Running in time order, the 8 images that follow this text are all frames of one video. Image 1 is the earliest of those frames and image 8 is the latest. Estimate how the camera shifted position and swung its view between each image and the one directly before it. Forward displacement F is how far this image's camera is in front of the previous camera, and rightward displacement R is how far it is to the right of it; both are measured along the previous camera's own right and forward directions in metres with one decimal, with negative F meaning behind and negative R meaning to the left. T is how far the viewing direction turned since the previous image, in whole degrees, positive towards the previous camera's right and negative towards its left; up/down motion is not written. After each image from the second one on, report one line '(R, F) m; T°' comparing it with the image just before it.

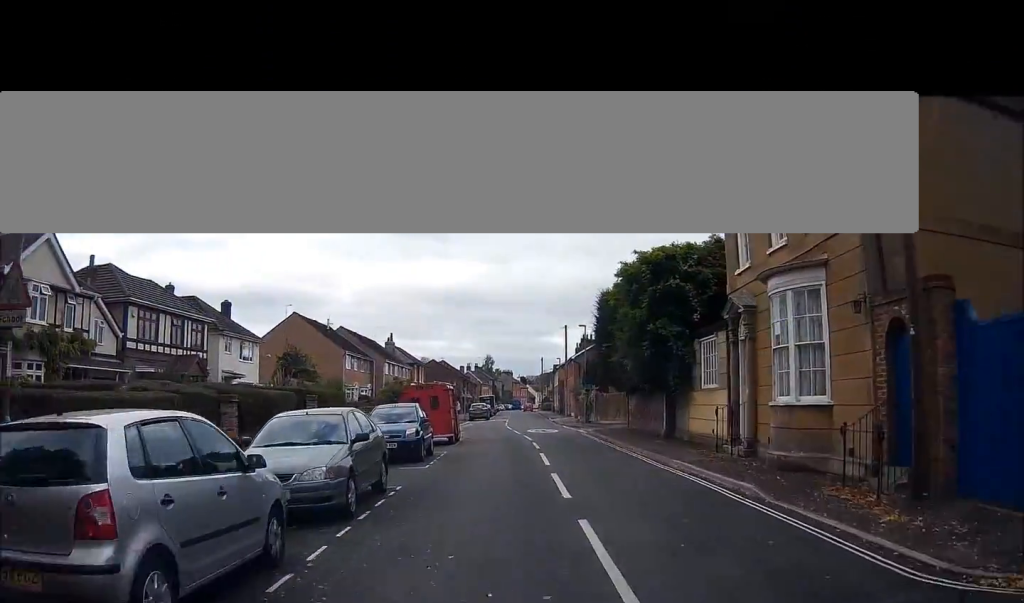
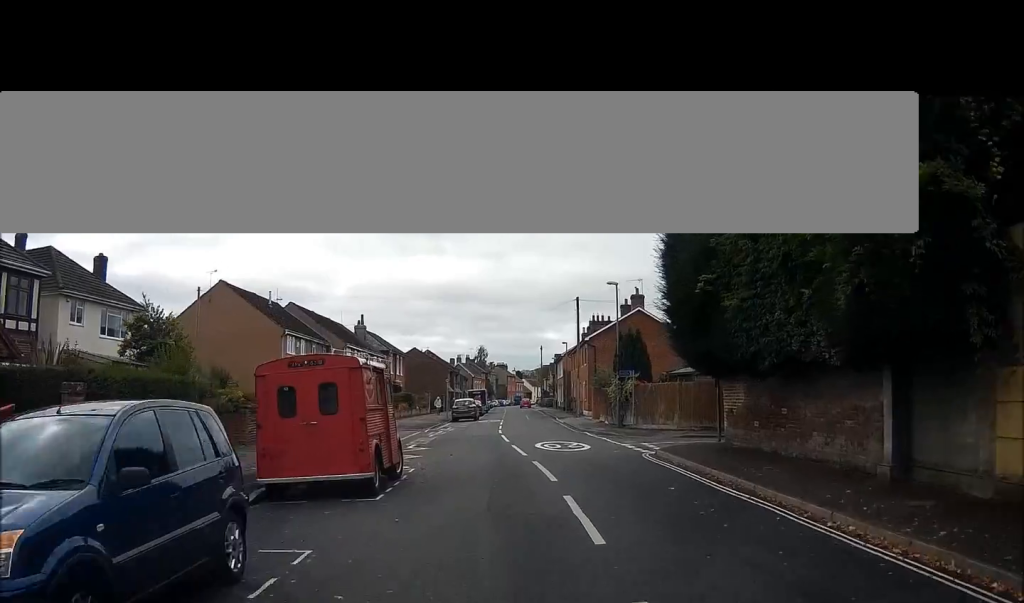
(-0.6, +15.0) m; -2°
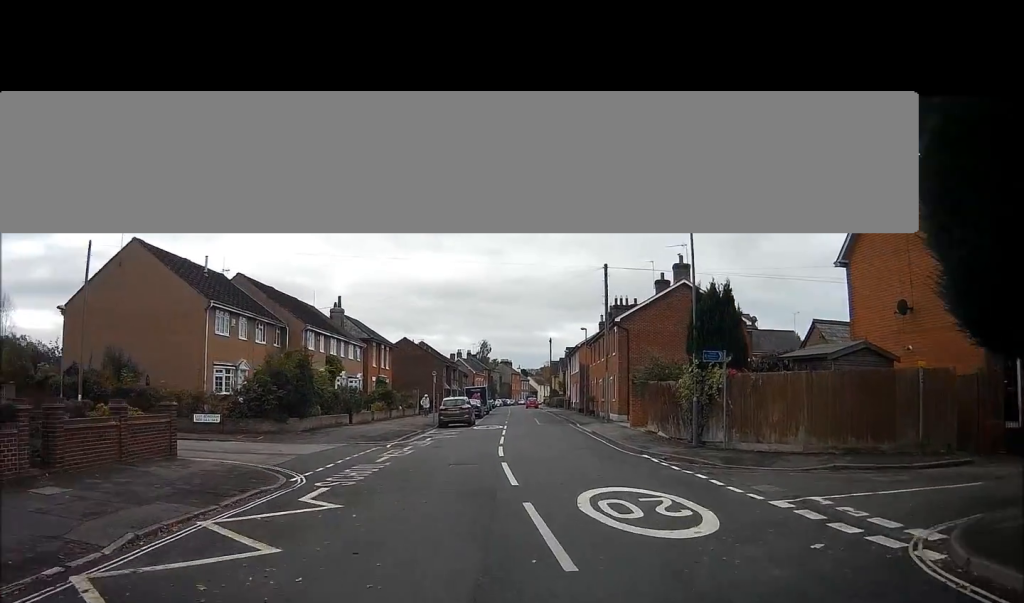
(+0.3, +12.3) m; +1°
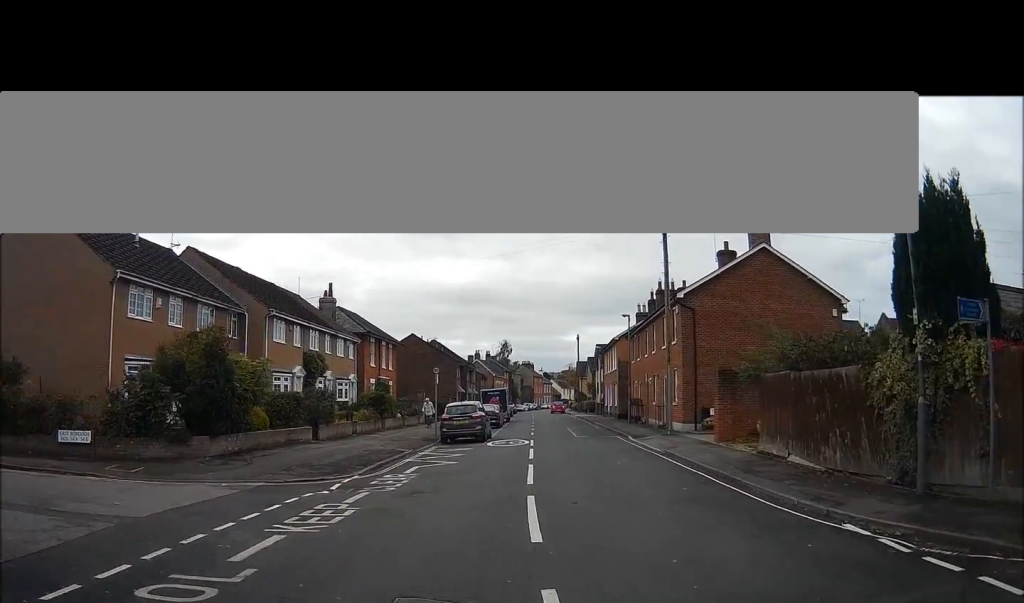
(-0.1, +10.5) m; +1°
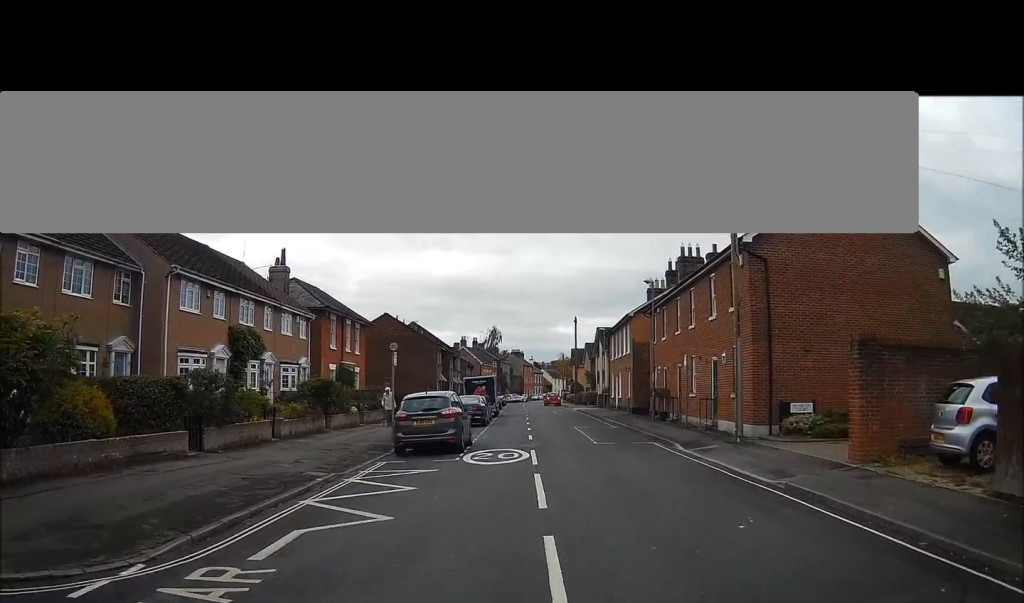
(+0.3, +10.0) m; +2°
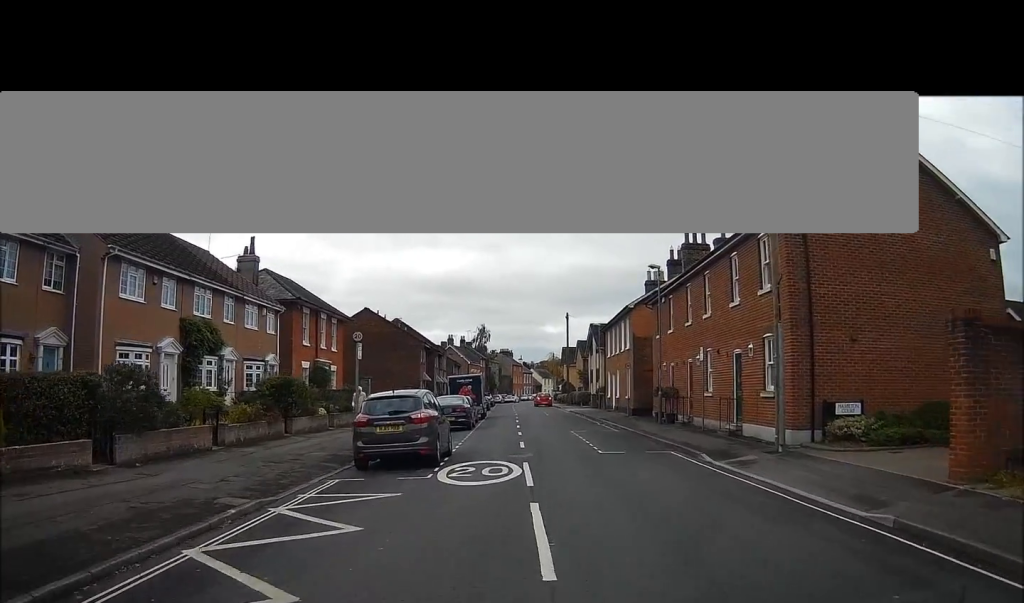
(0.0, +3.8) m; +1°
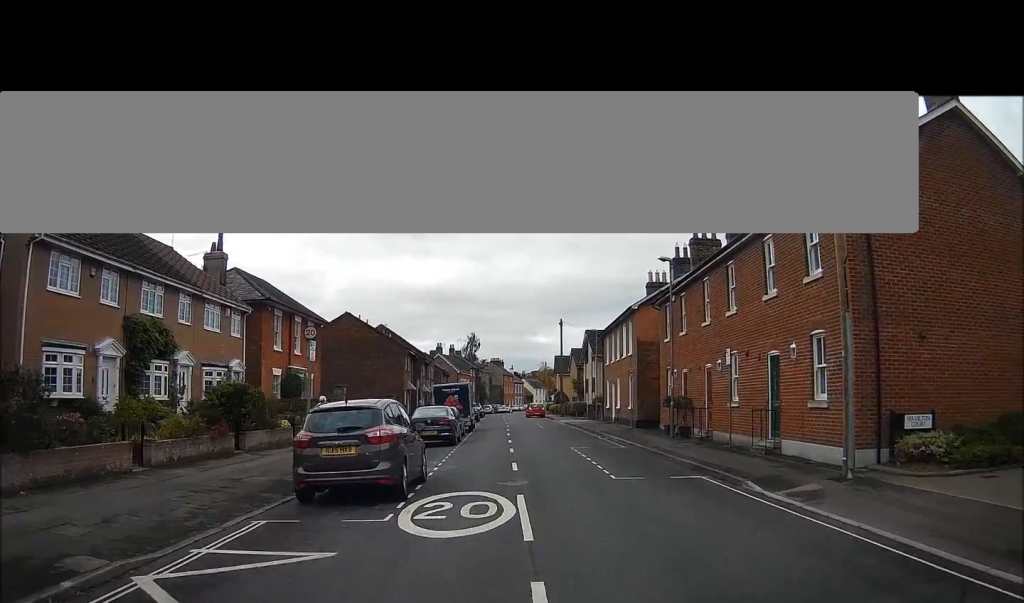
(0.0, +3.8) m; +1°
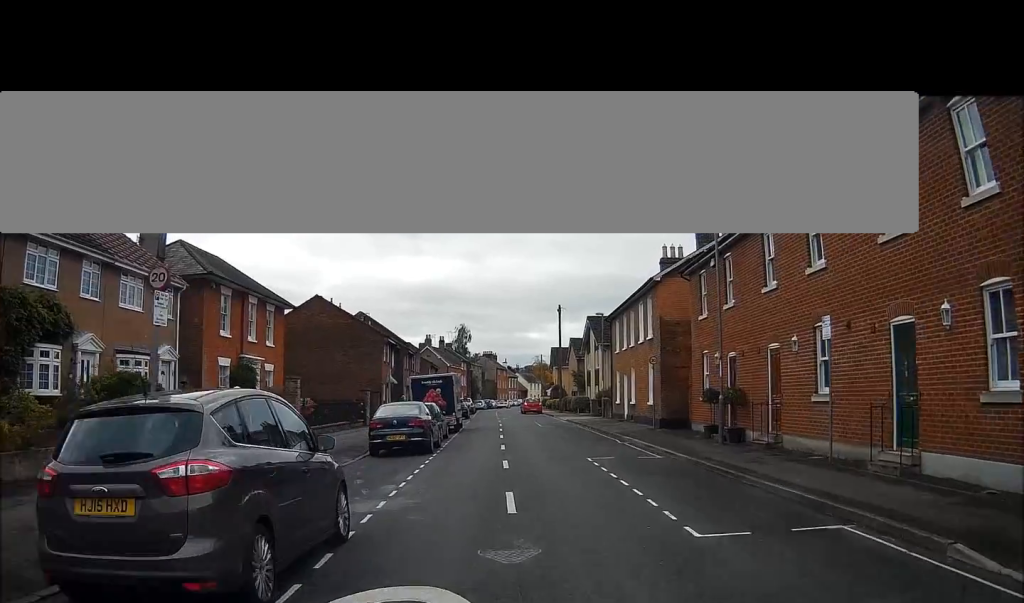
(+0.1, +6.7) m; -1°
